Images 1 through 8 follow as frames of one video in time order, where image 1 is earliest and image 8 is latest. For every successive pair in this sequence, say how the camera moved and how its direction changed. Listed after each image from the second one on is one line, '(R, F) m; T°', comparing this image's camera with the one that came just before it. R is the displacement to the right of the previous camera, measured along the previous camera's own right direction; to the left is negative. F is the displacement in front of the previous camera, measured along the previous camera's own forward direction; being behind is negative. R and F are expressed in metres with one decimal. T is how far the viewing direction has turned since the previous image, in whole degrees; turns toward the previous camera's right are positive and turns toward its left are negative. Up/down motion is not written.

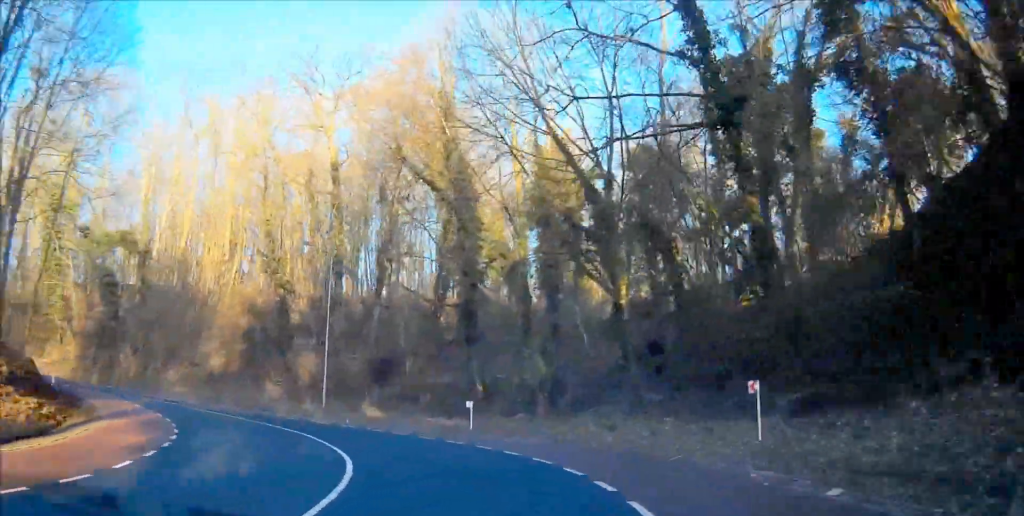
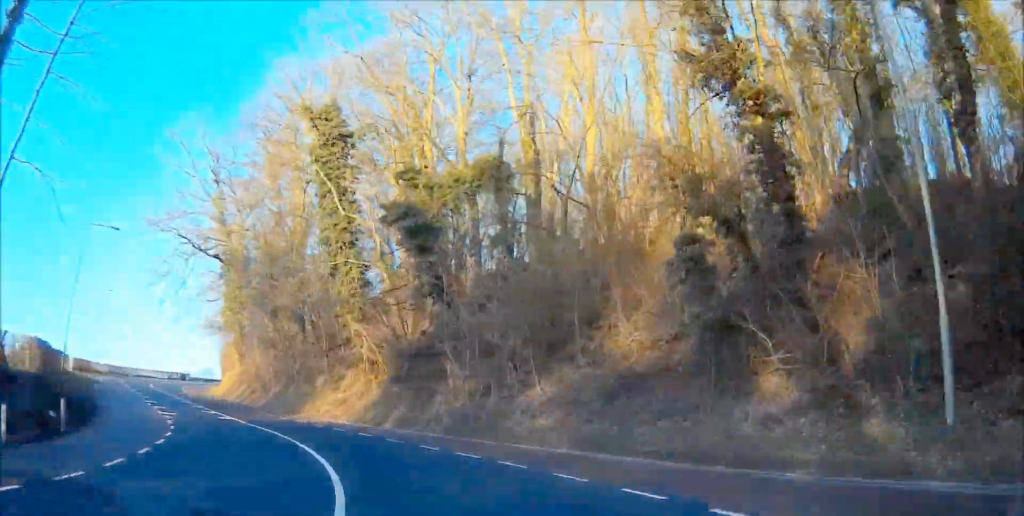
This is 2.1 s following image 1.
(-6.9, +24.4) m; -33°
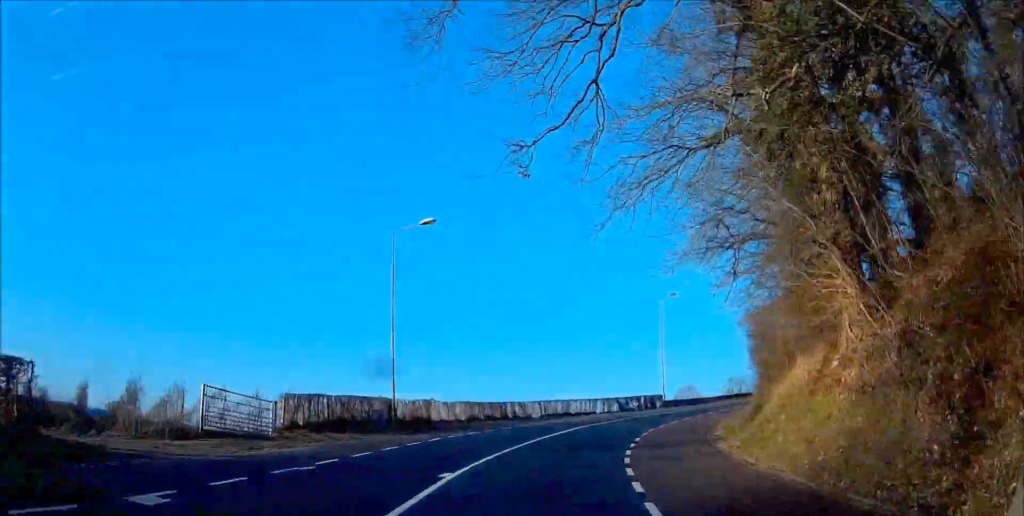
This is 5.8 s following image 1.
(-16.6, +41.6) m; -21°
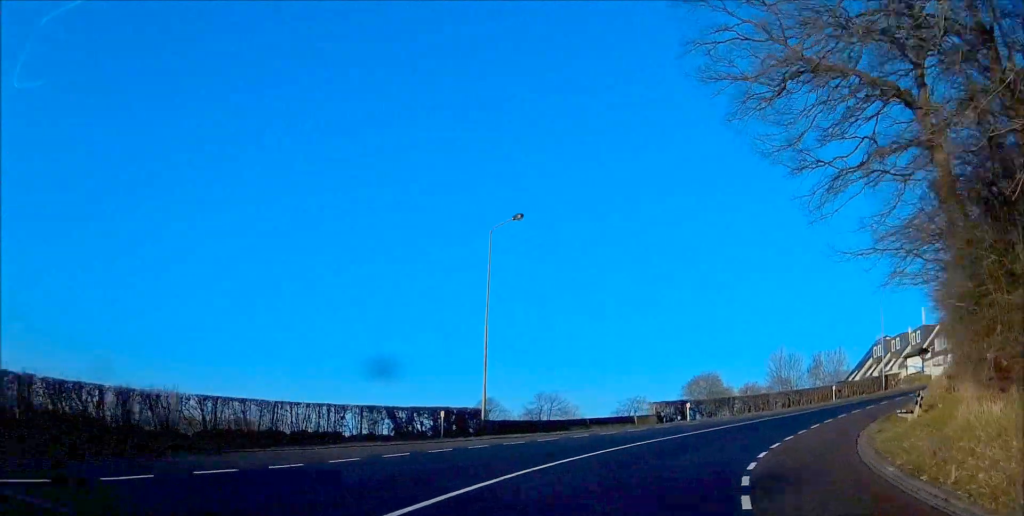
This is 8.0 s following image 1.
(+4.0, +24.3) m; +28°
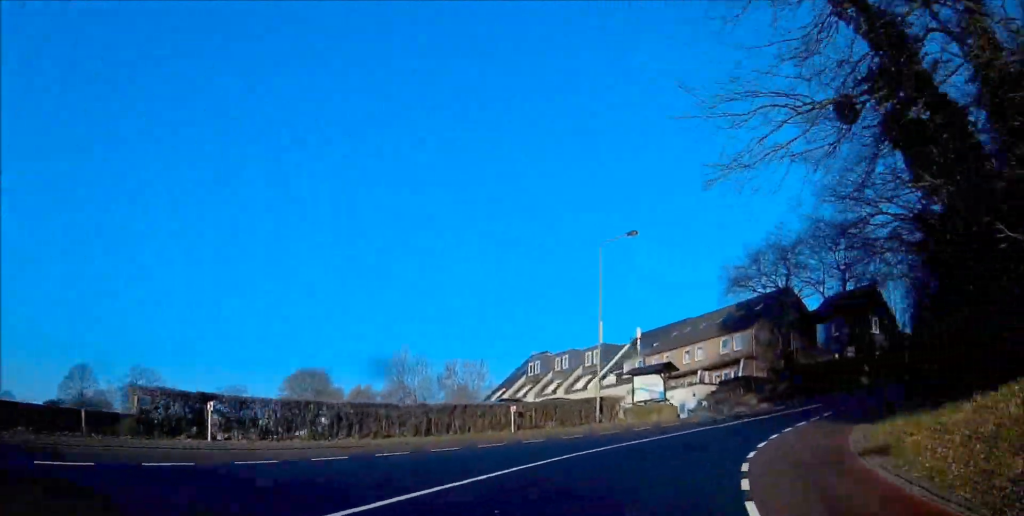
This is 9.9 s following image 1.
(+5.7, +20.0) m; +32°
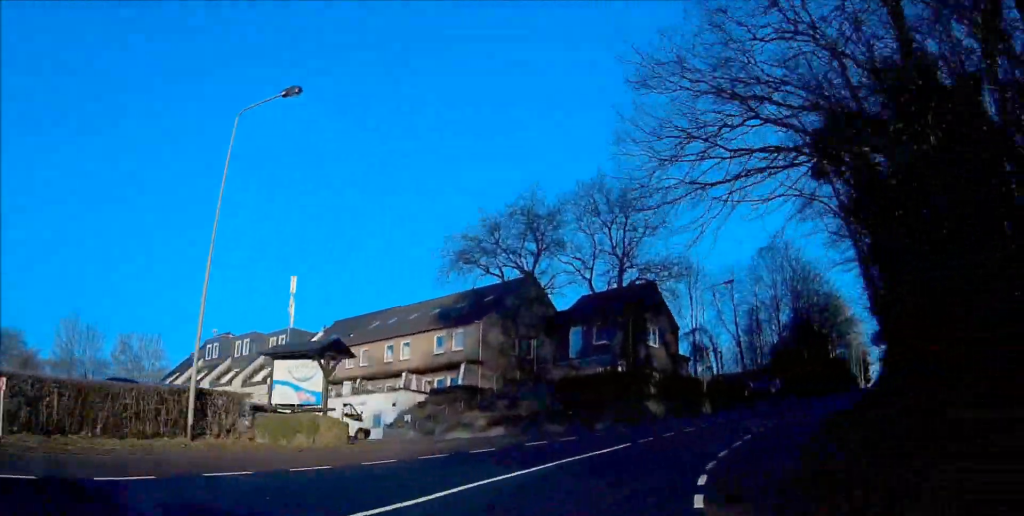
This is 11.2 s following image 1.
(+2.3, +16.0) m; +20°
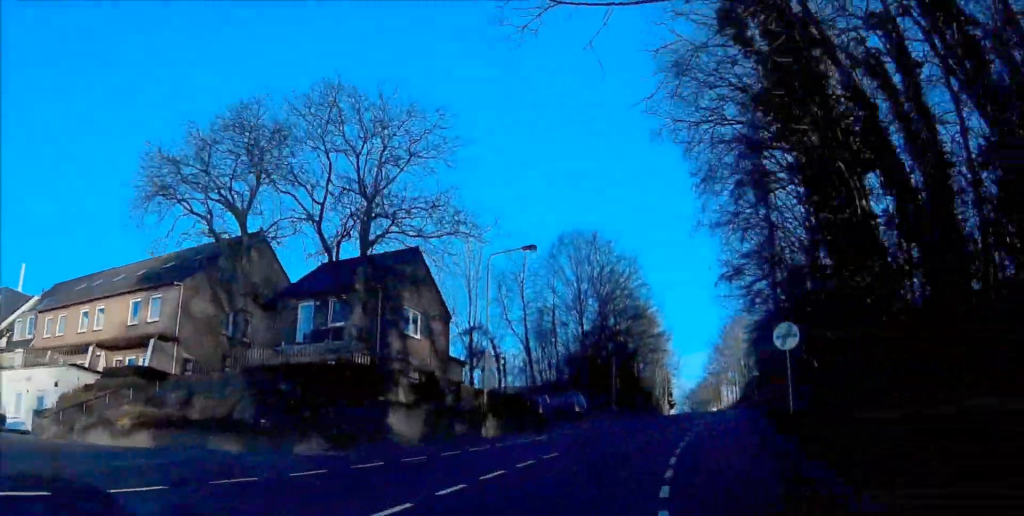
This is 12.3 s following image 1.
(+2.9, +14.6) m; +8°
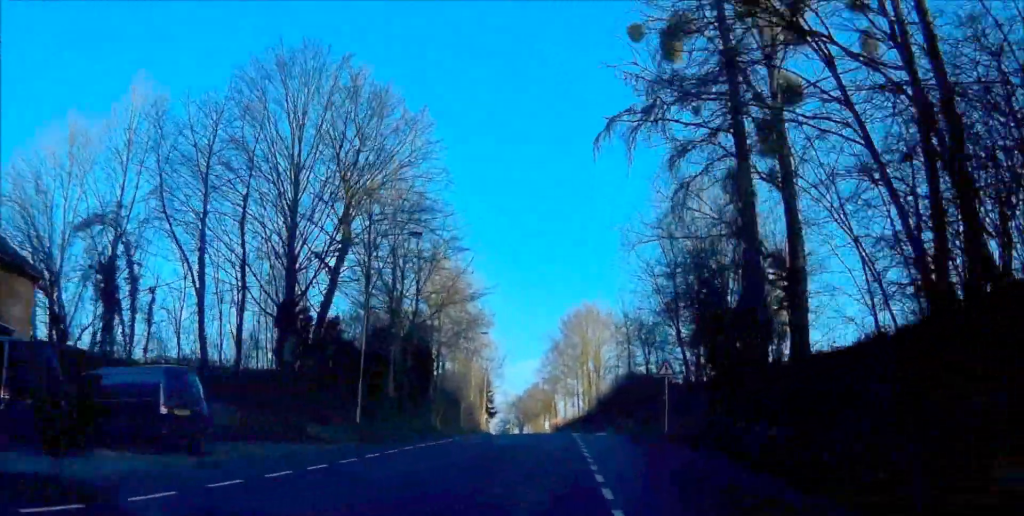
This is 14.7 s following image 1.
(+3.6, +32.4) m; +7°
